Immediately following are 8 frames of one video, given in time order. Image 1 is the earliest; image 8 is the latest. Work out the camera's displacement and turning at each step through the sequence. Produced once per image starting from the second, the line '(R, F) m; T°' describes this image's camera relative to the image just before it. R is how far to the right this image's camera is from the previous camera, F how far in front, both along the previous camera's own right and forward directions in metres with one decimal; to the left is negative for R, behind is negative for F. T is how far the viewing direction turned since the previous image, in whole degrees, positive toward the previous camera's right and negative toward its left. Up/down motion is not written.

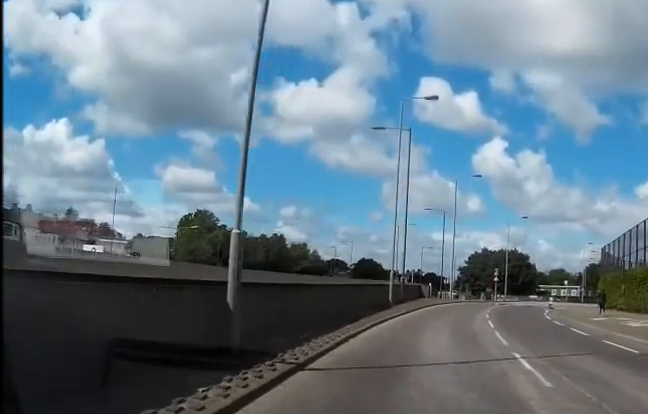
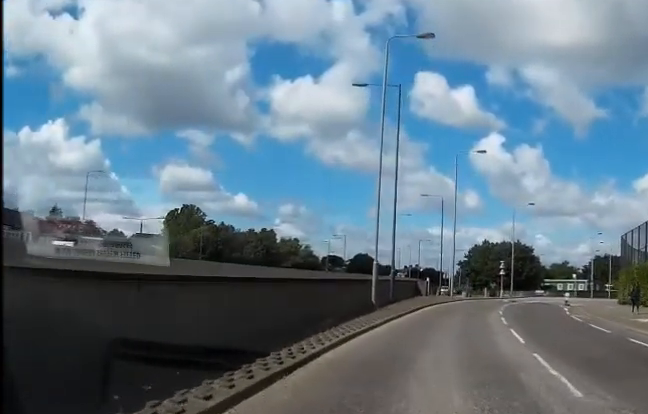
(+0.5, +7.4) m; +4°
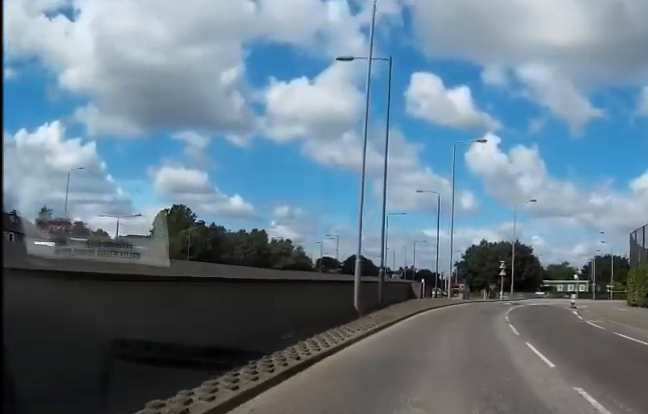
(+0.1, +3.8) m; +1°
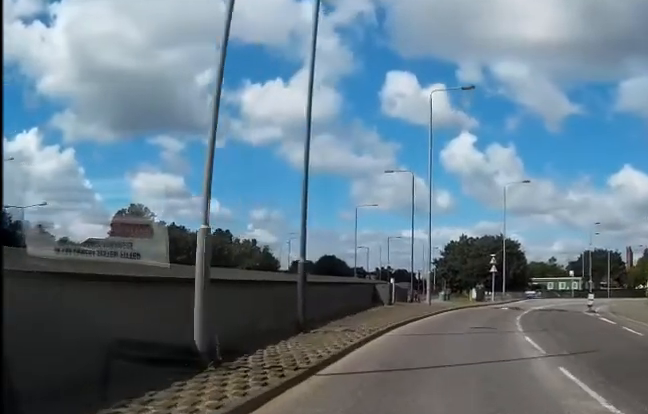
(+0.3, +11.0) m; +4°
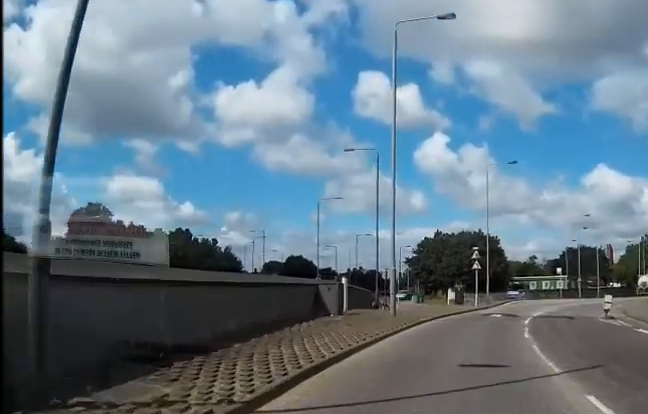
(+0.3, +8.3) m; +5°
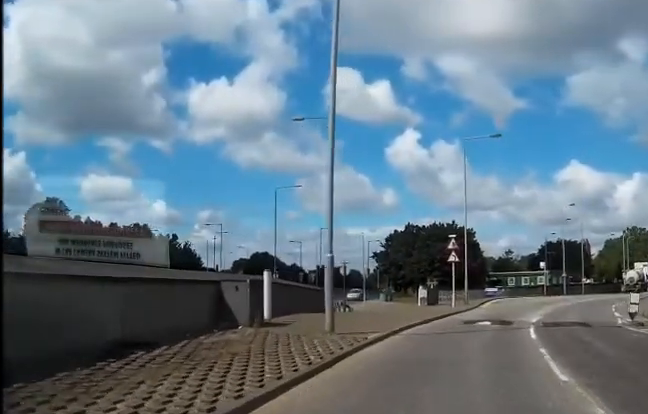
(+0.3, +6.9) m; +4°
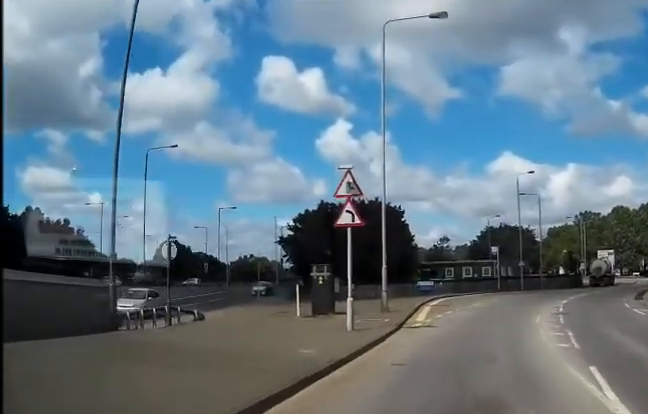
(+0.9, +16.5) m; +6°
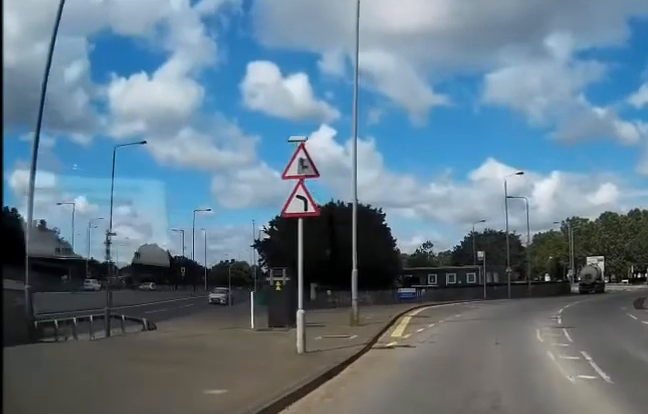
(0.0, +3.5) m; +1°
